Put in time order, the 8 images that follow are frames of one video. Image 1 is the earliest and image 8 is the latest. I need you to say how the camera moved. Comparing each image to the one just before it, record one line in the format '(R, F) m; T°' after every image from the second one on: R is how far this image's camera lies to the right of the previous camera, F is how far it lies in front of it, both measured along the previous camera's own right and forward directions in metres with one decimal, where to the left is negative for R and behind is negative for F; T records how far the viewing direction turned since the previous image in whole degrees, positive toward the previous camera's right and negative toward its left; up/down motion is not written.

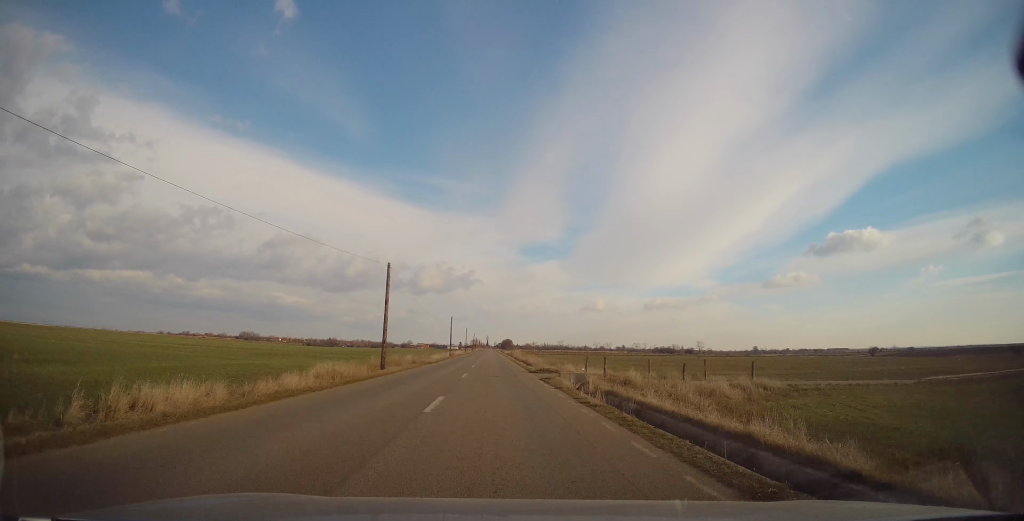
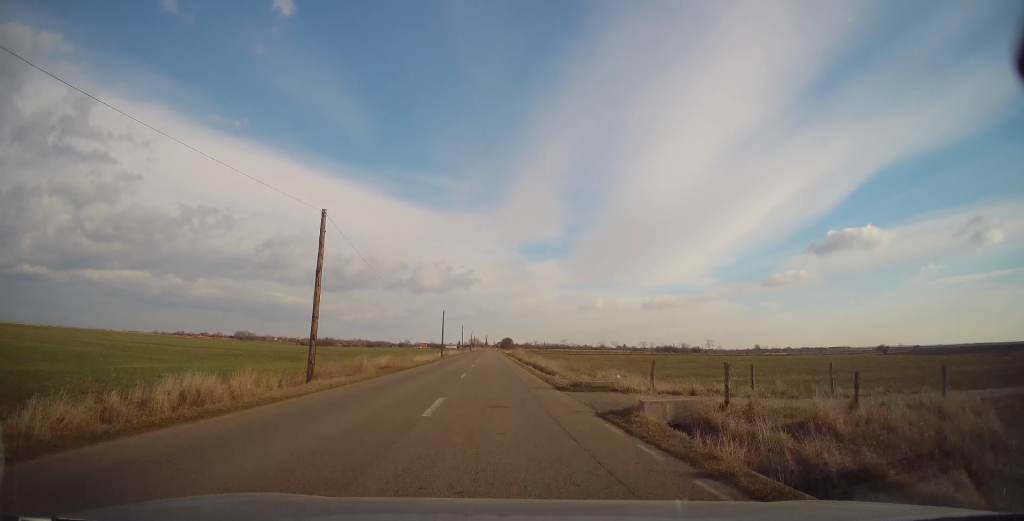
(+0.3, +12.5) m; 0°
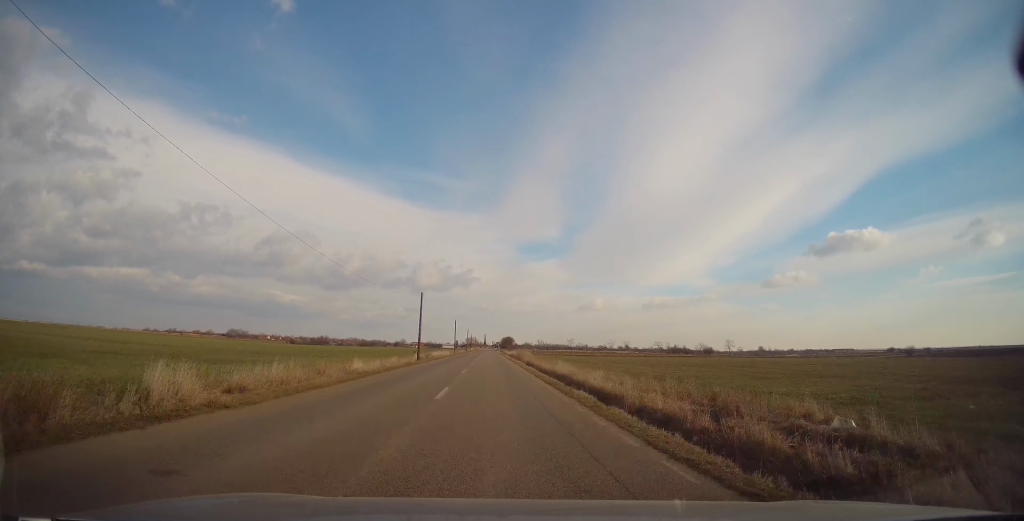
(-0.3, +20.7) m; -1°
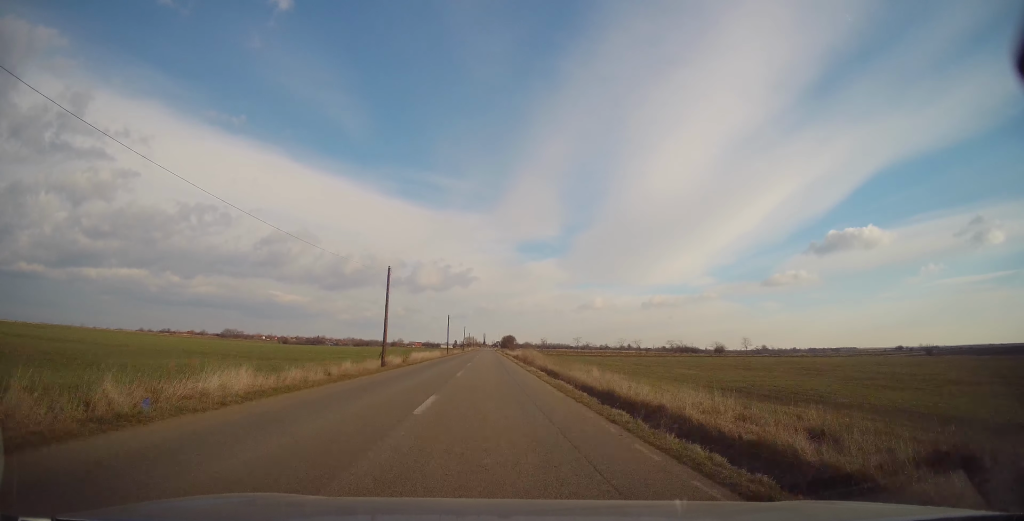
(-0.1, +14.9) m; 0°
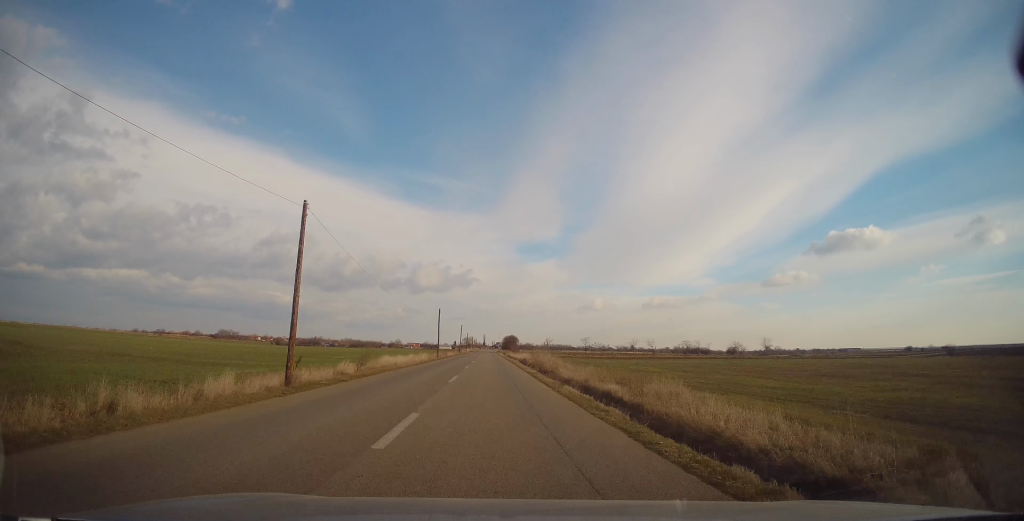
(-0.1, +15.7) m; +1°
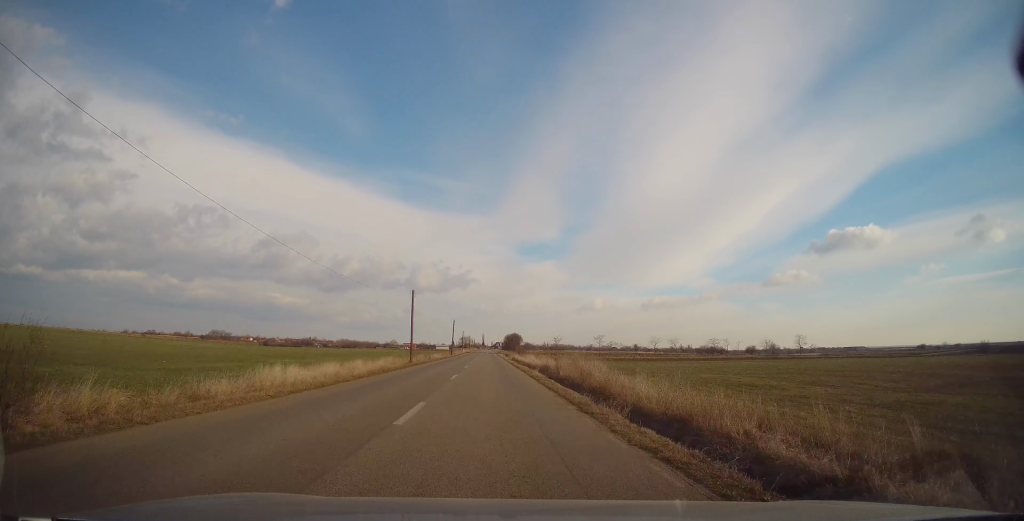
(+0.4, +21.9) m; 0°
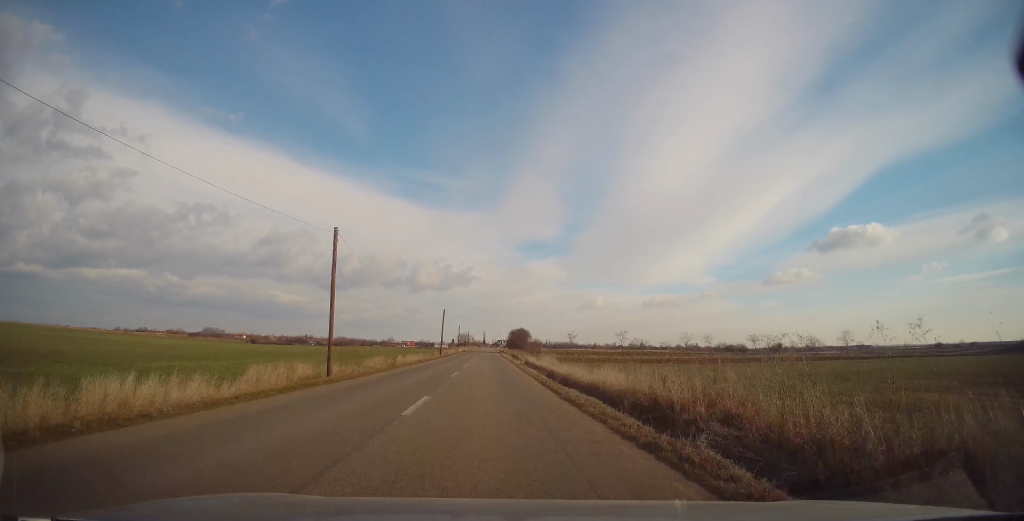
(-0.1, +22.1) m; -1°
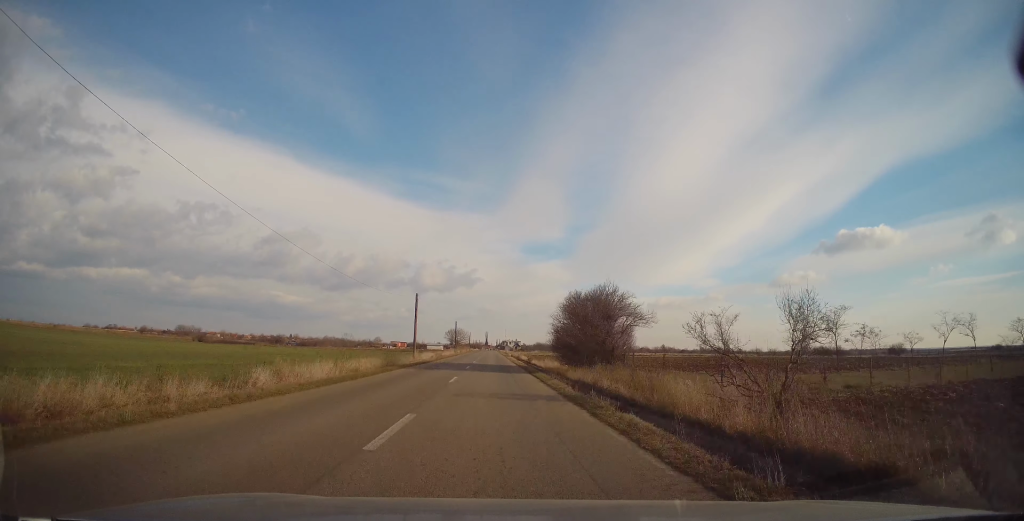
(-0.7, +74.6) m; 0°
